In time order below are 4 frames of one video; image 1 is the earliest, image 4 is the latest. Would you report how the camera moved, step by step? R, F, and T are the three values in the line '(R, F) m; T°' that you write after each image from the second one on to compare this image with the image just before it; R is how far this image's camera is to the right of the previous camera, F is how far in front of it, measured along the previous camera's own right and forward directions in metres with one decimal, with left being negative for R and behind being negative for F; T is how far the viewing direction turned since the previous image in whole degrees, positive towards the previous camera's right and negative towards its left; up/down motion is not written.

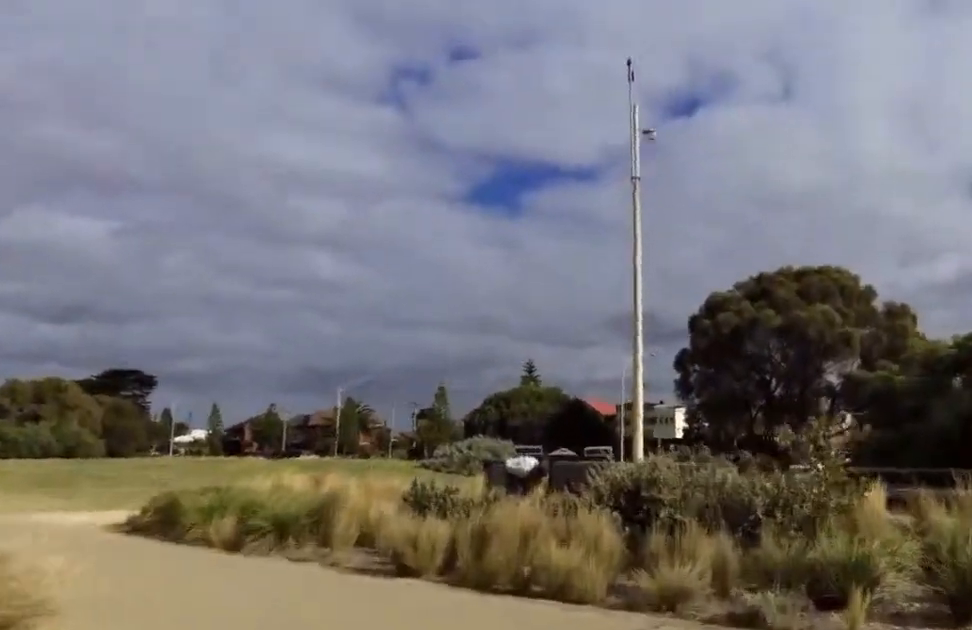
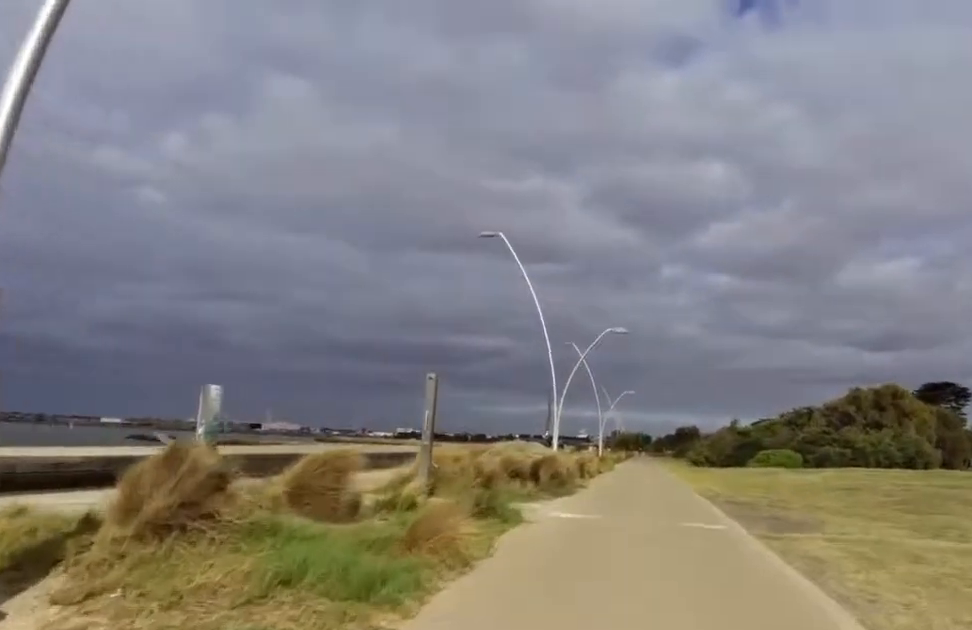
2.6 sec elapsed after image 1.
(-3.1, +11.9) m; -29°
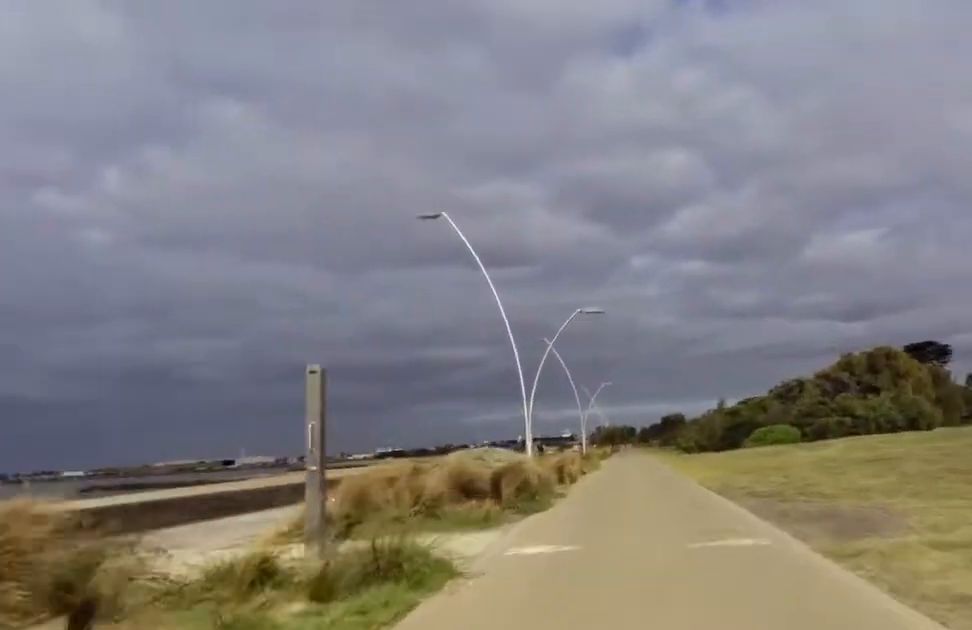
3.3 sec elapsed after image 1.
(-0.1, +3.8) m; -1°
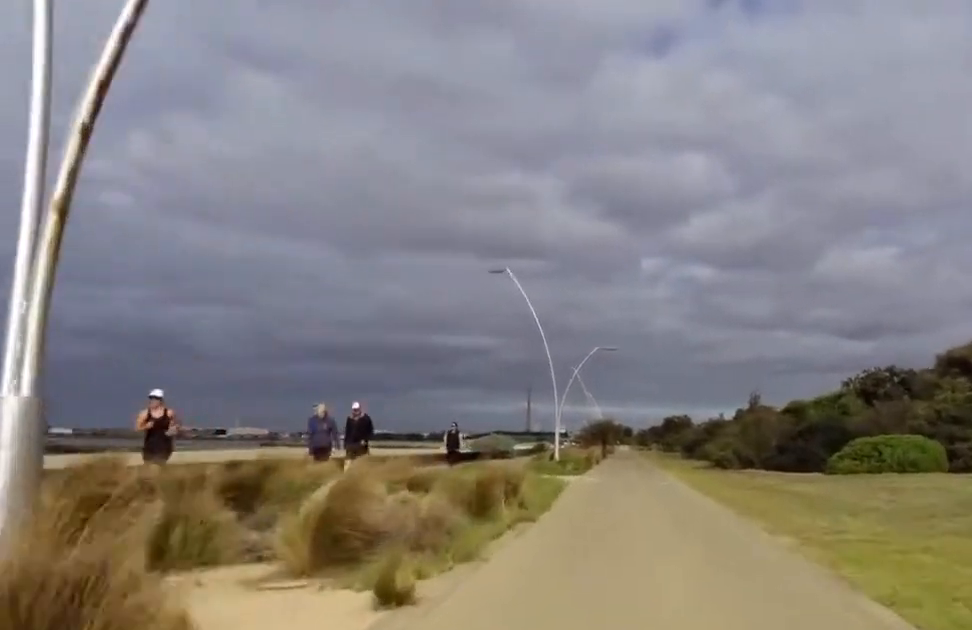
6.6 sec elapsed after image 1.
(0.0, +21.5) m; 0°
